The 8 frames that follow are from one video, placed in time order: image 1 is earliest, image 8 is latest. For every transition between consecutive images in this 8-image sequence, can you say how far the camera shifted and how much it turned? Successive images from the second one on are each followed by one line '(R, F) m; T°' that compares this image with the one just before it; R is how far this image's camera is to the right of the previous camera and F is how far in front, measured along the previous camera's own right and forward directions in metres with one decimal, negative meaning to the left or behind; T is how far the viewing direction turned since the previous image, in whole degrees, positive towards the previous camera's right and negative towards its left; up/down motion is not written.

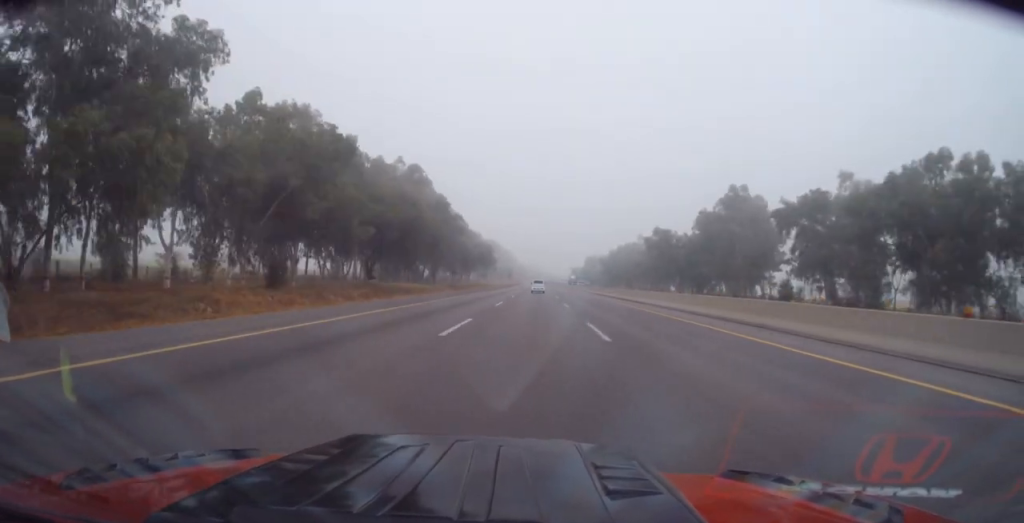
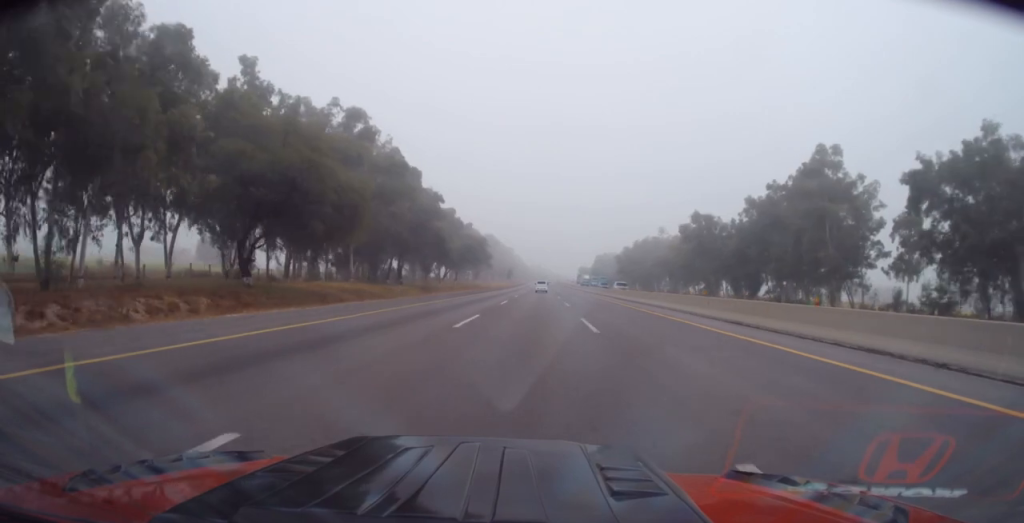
(+0.1, +33.2) m; +2°
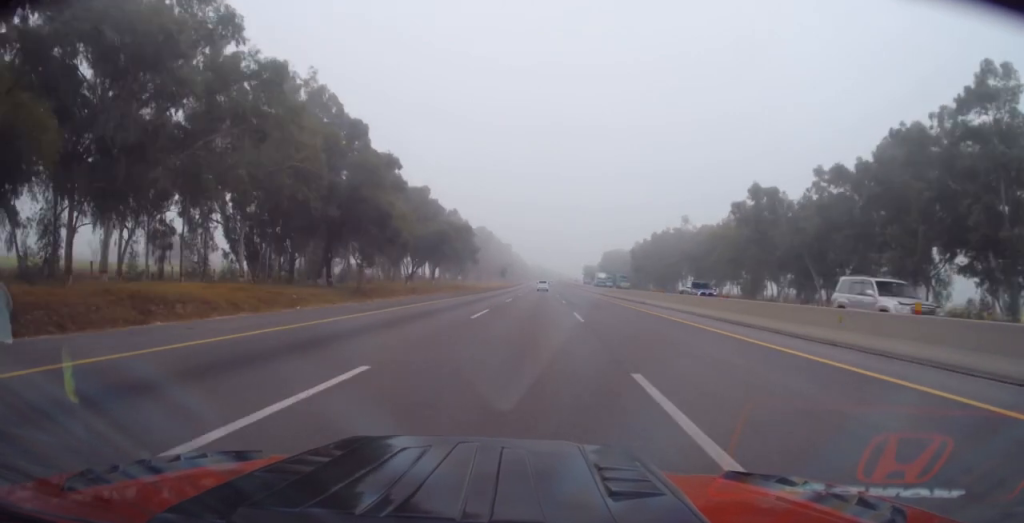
(+0.4, +31.5) m; -1°
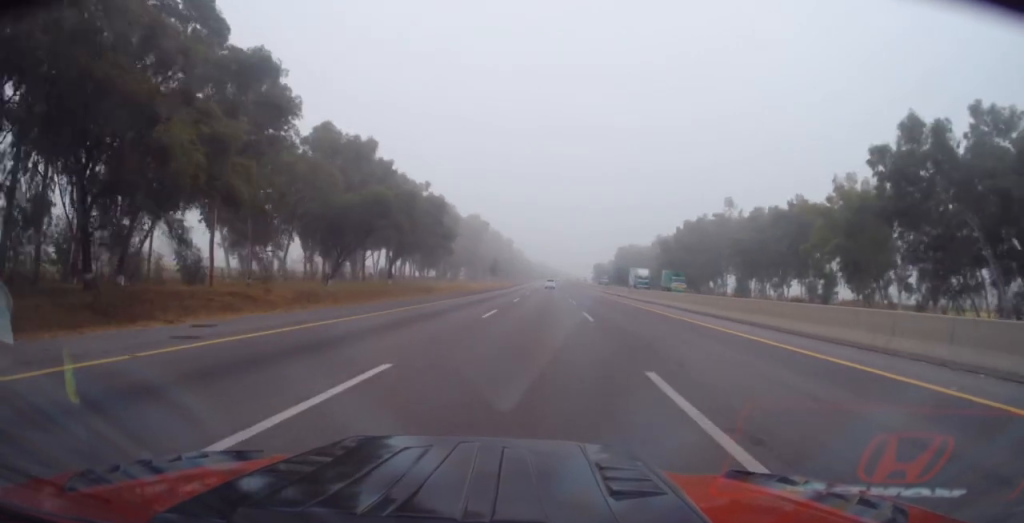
(-0.9, +35.8) m; -1°
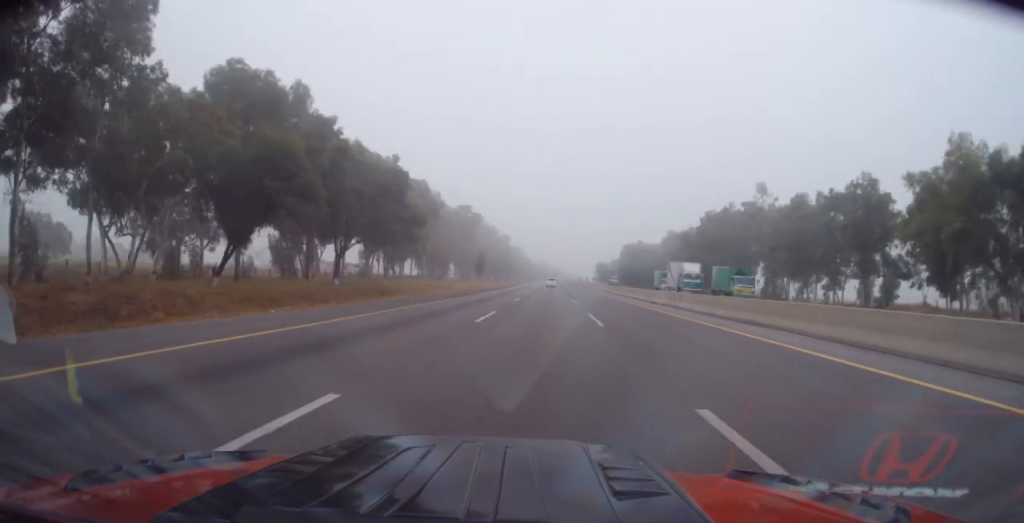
(+0.4, +20.4) m; +1°
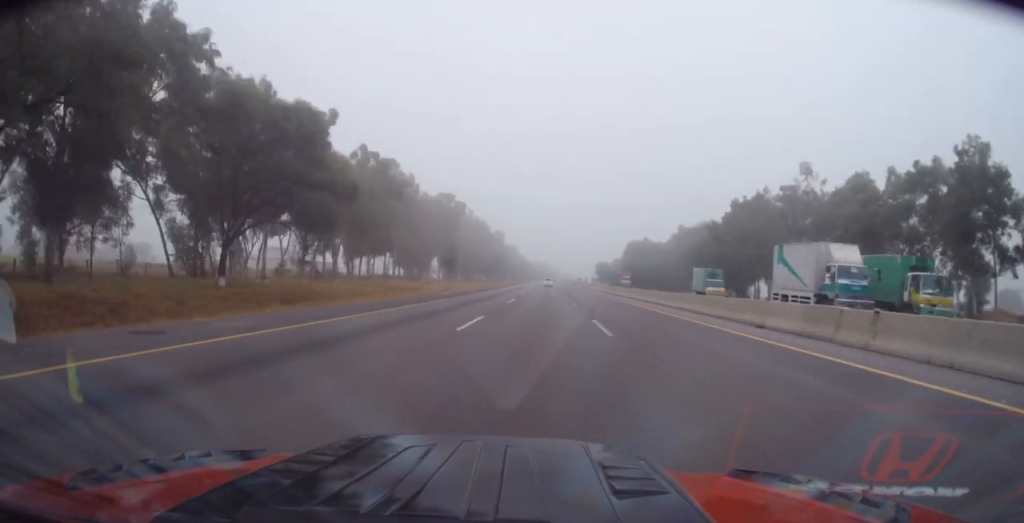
(+0.1, +21.2) m; 0°
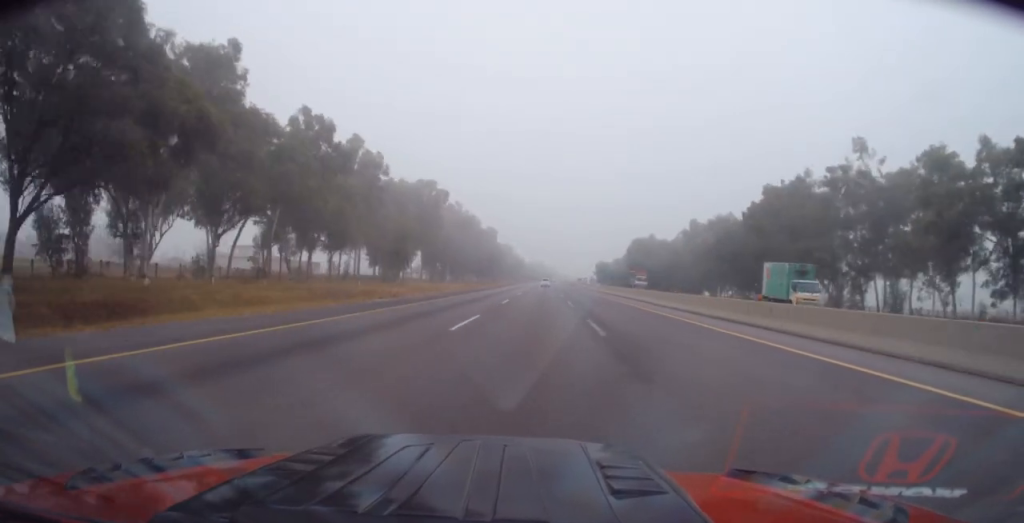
(0.0, +17.8) m; 0°
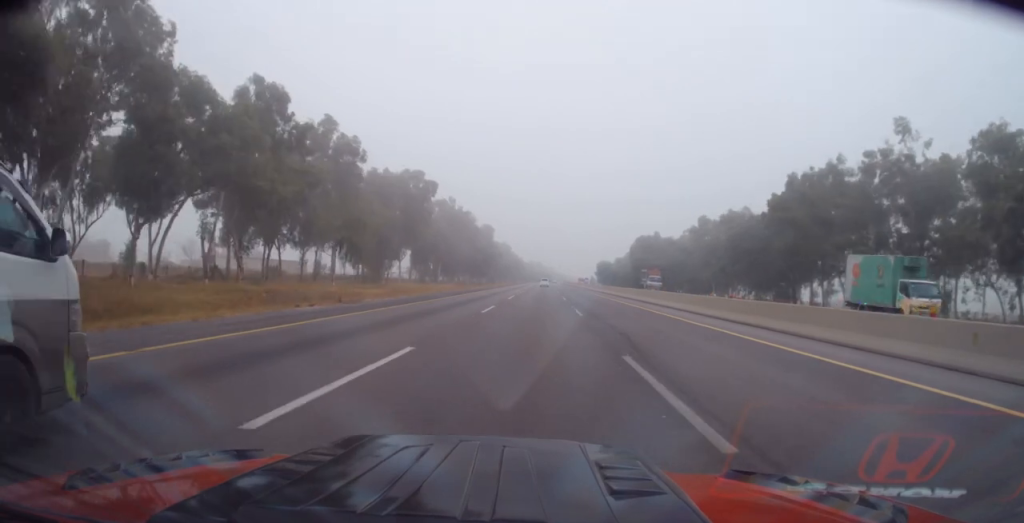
(0.0, +10.2) m; 0°
